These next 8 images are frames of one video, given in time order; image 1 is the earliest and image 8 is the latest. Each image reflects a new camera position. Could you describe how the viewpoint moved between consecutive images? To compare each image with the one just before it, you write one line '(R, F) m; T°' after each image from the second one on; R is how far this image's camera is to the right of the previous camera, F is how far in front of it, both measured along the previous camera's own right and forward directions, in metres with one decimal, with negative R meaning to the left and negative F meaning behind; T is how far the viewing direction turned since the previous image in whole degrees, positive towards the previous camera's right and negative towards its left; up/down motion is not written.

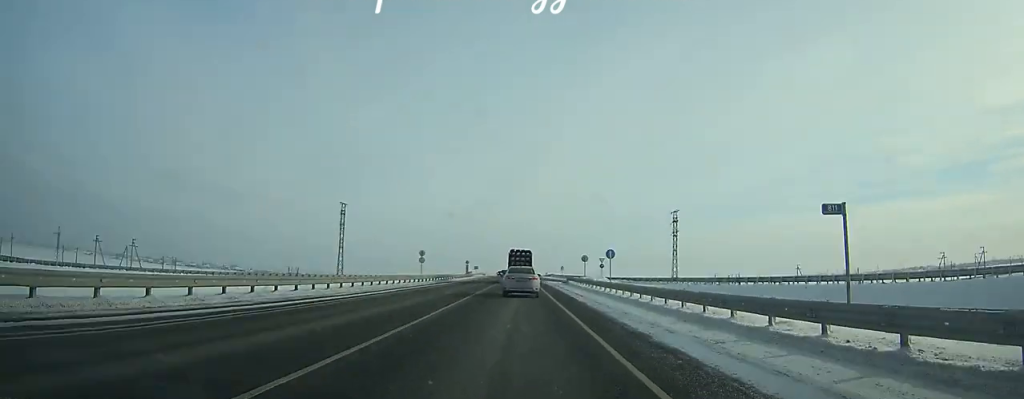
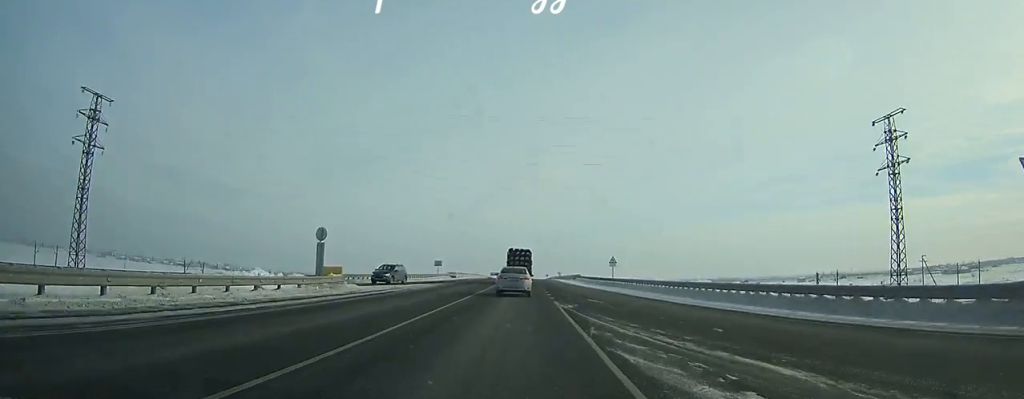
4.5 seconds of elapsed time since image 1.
(-0.5, +80.1) m; 0°
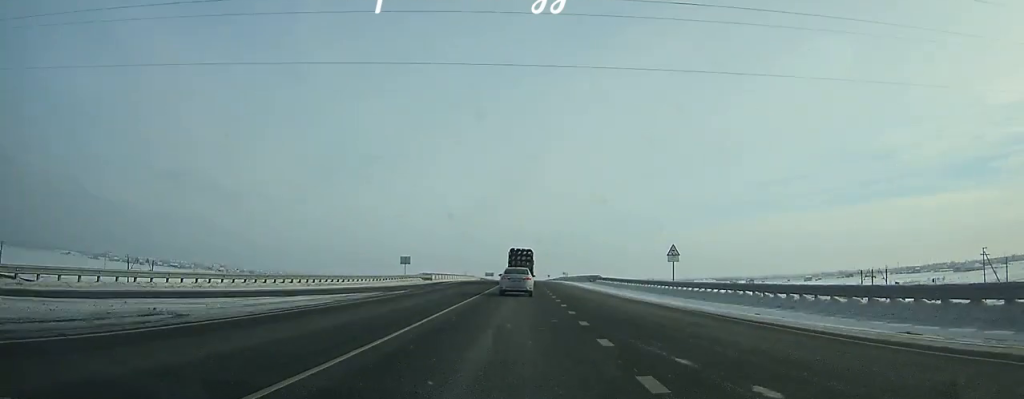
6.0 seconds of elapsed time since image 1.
(-0.1, +26.3) m; 0°
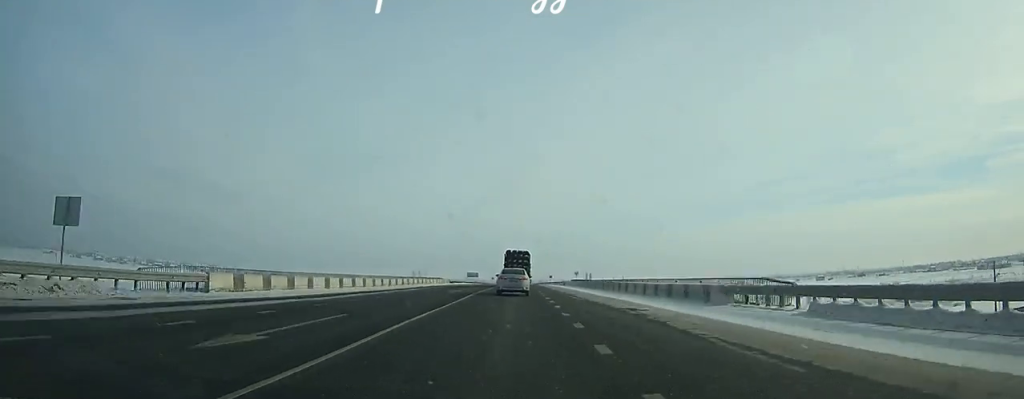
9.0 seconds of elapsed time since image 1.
(+0.1, +52.5) m; 0°
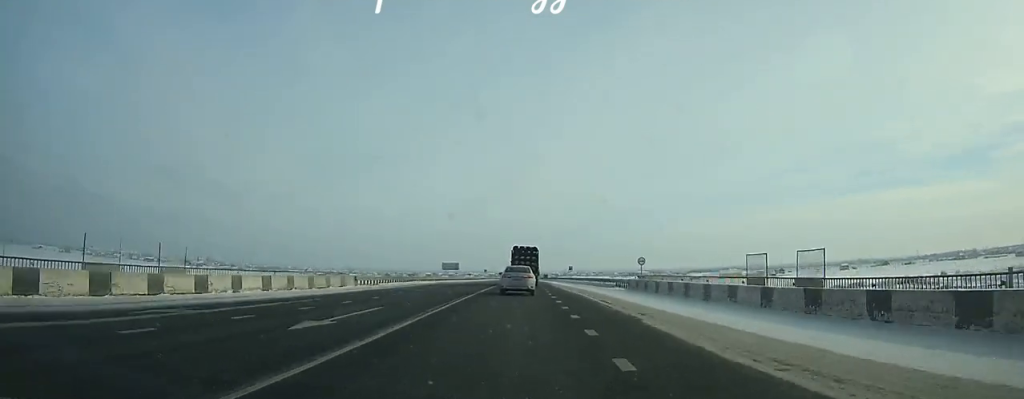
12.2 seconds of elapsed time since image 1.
(+0.1, +56.2) m; 0°
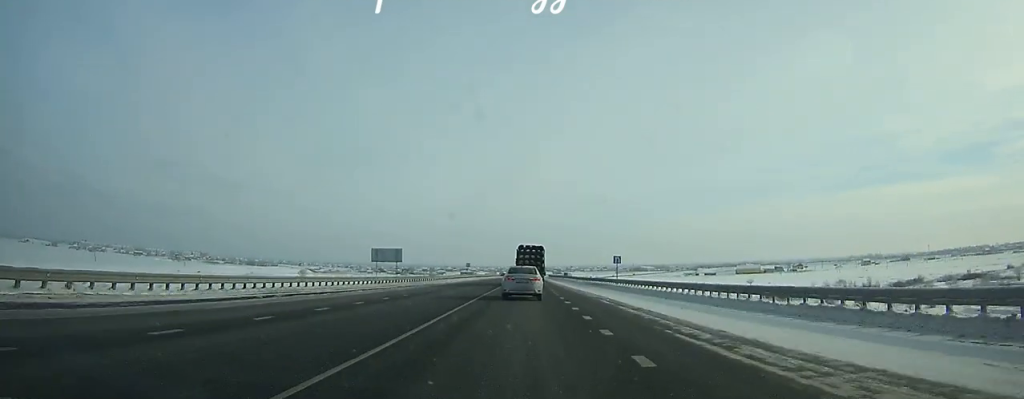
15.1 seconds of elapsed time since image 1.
(-0.1, +51.0) m; 0°
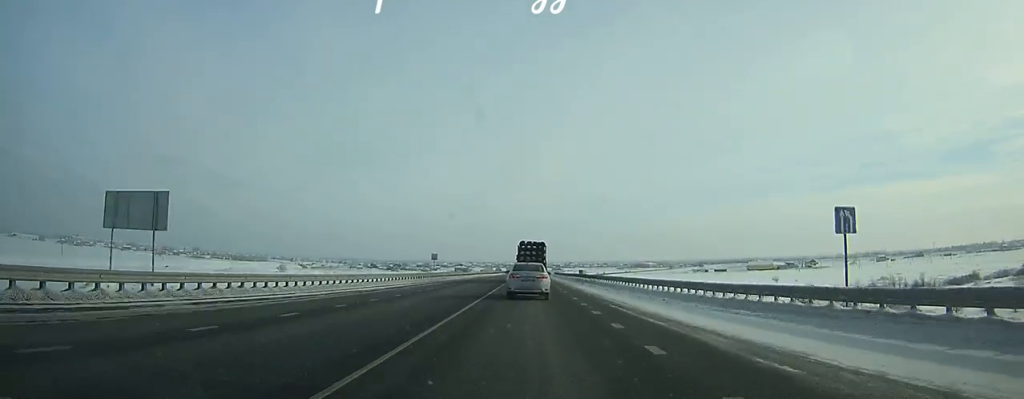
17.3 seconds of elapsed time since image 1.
(+0.2, +38.9) m; 0°
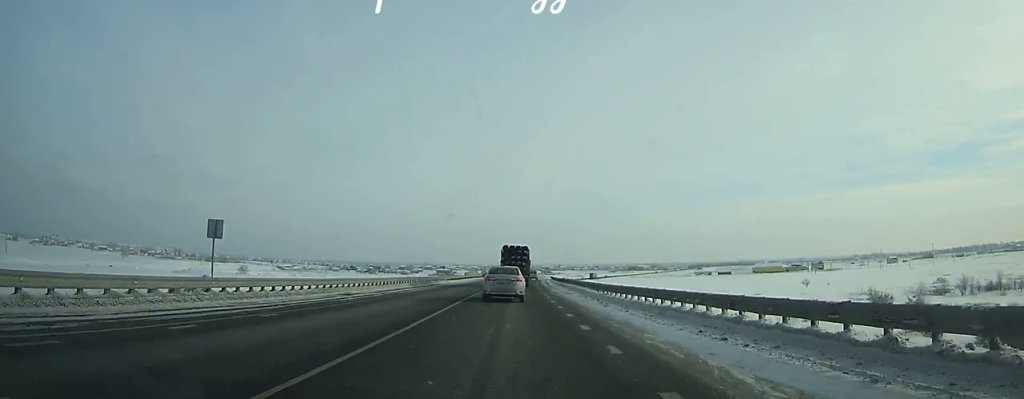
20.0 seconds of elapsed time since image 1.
(+0.3, +47.9) m; +1°
